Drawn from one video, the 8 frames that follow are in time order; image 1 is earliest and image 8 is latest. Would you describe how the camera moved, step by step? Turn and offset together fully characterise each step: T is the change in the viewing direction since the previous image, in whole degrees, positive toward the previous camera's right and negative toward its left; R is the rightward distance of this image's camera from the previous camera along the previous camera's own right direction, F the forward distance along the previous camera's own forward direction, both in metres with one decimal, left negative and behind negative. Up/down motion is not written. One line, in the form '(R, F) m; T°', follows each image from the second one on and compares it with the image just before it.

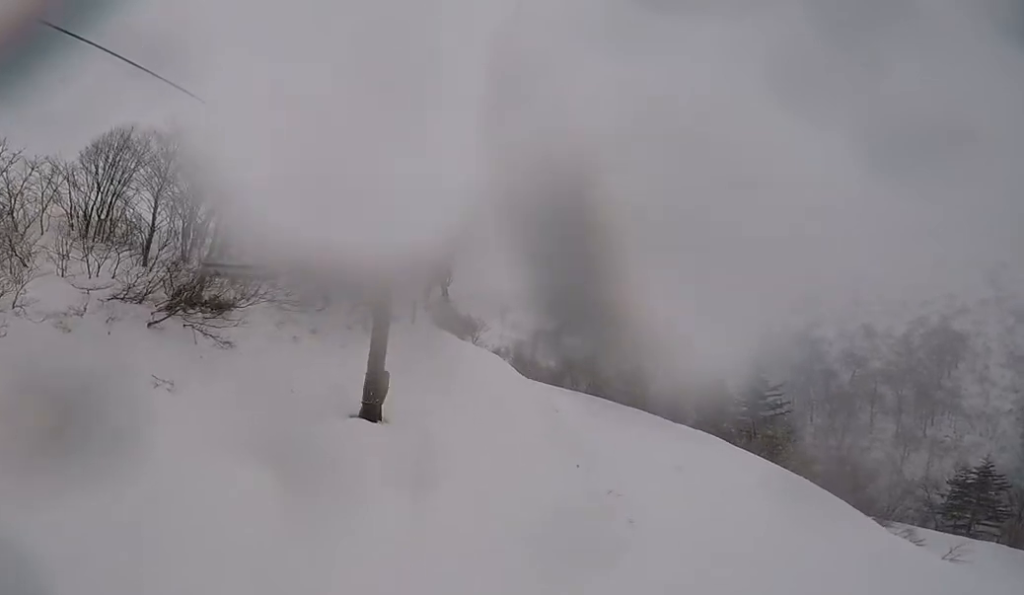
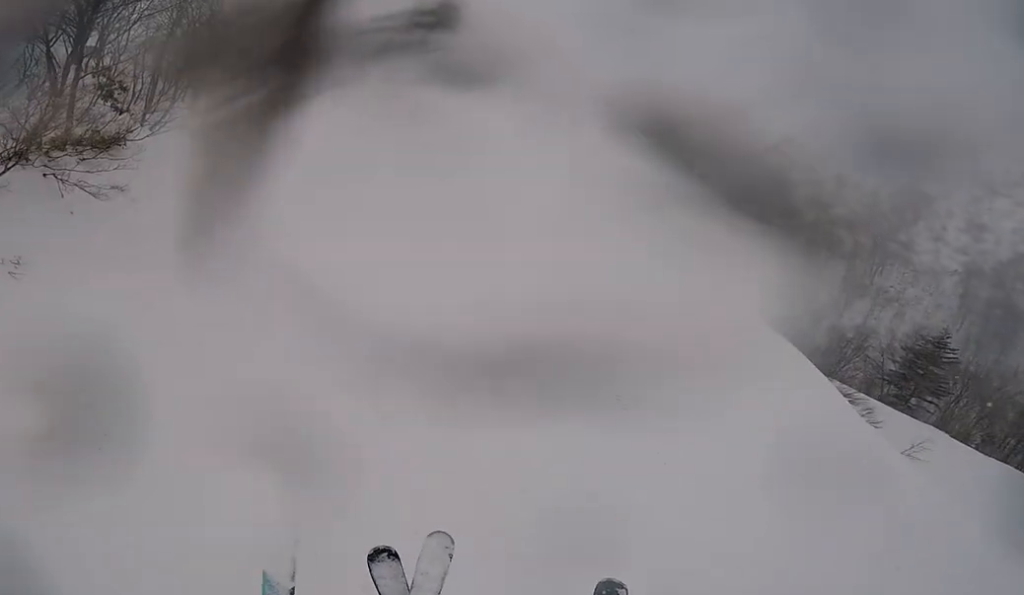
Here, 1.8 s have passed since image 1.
(+0.4, +3.4) m; +1°
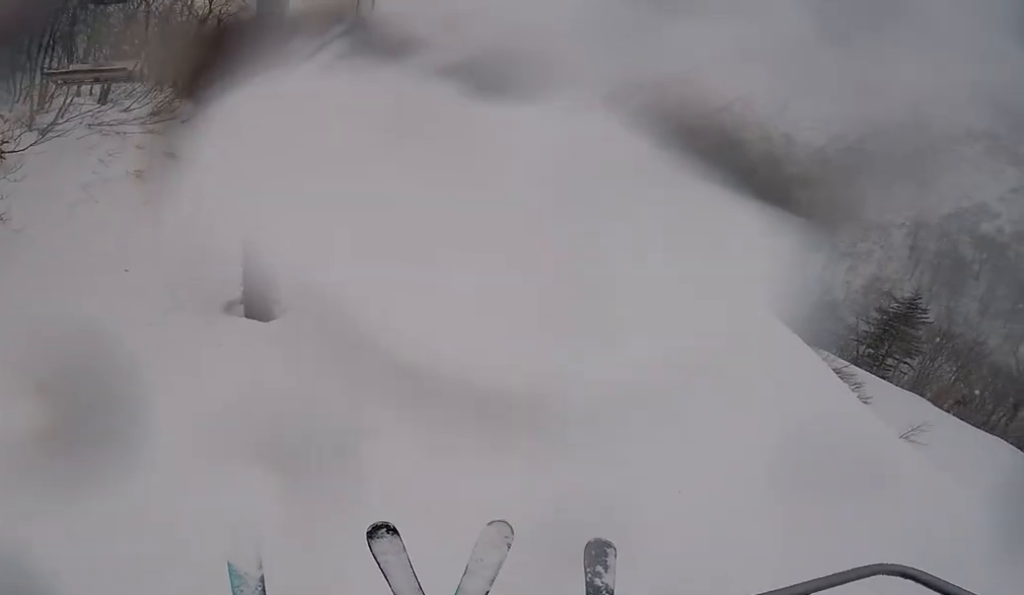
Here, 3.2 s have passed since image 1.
(+0.2, +2.7) m; +1°
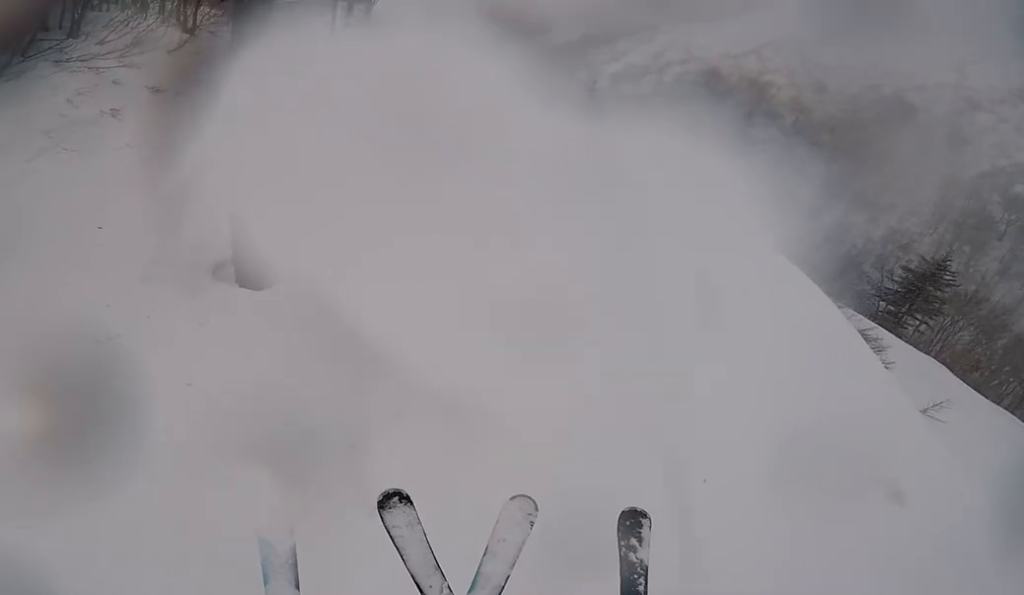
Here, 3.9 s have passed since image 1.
(-0.2, +1.3) m; 0°
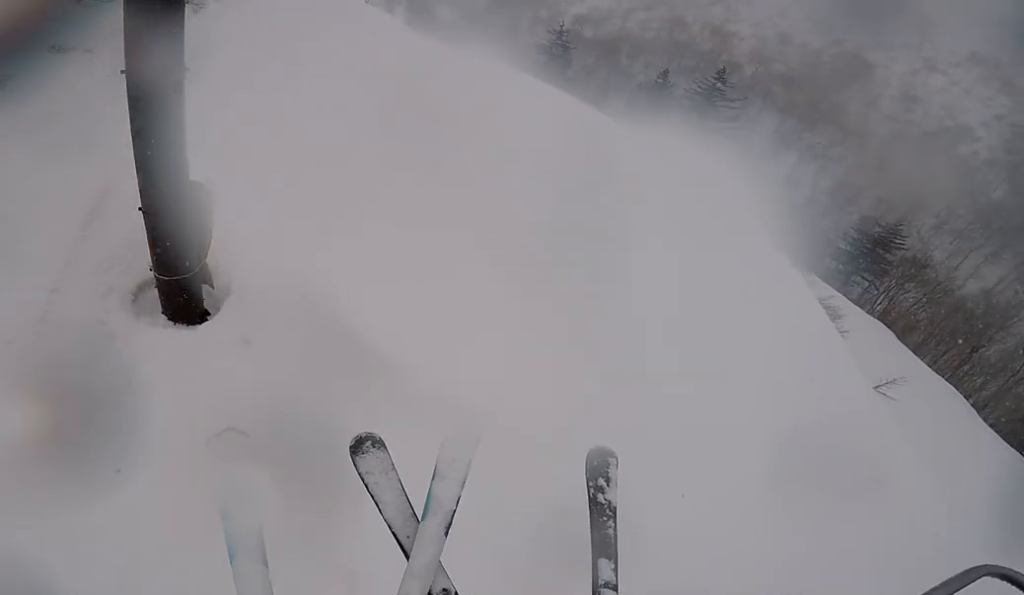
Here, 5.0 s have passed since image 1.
(-0.2, +2.1) m; 0°
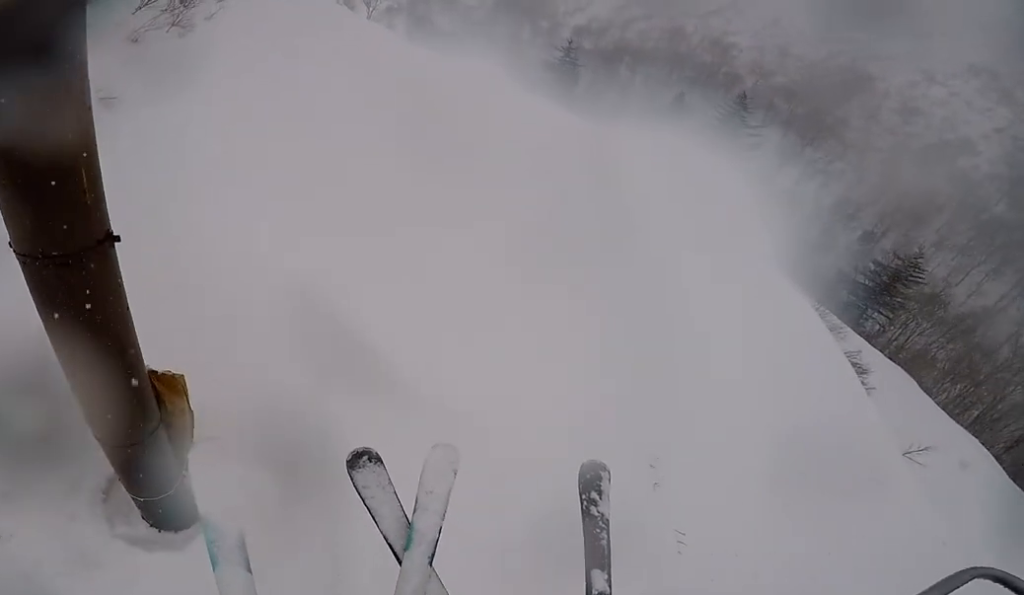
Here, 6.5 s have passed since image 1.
(-0.8, +3.0) m; -3°
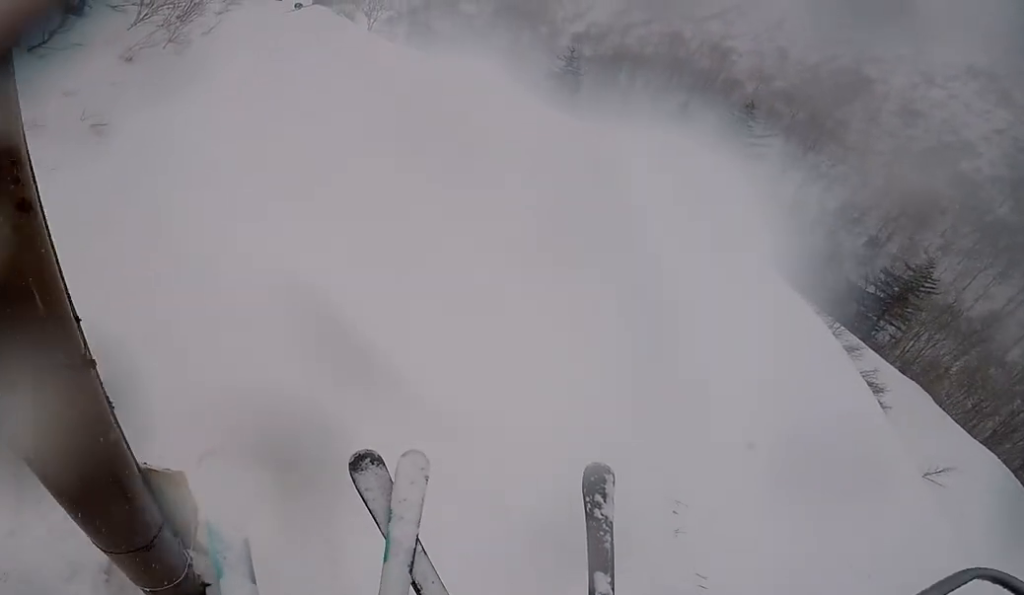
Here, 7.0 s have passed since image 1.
(+0.8, +0.8) m; +3°
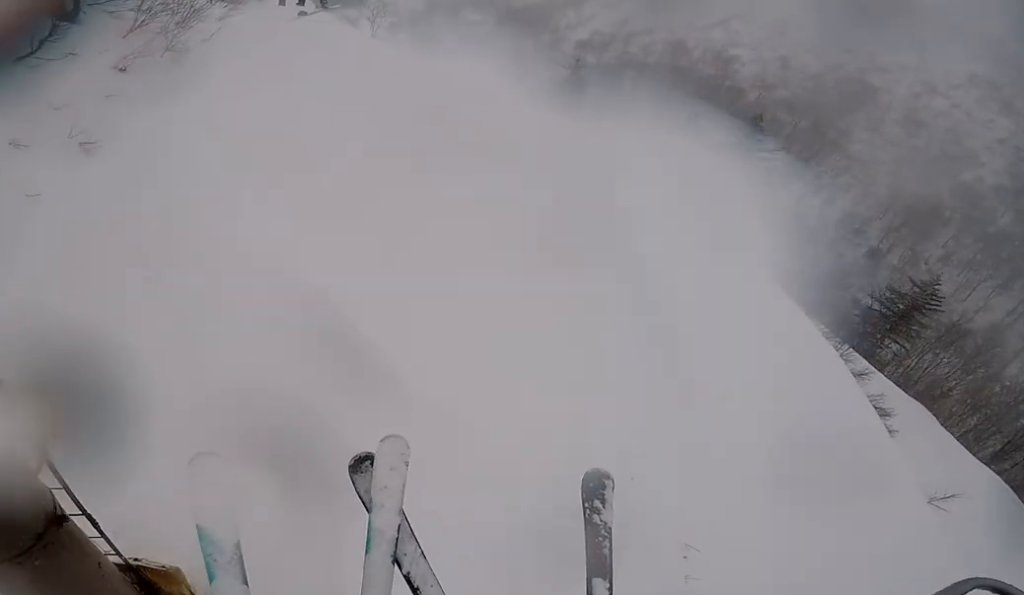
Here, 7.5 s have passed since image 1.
(+0.7, +0.8) m; +2°
